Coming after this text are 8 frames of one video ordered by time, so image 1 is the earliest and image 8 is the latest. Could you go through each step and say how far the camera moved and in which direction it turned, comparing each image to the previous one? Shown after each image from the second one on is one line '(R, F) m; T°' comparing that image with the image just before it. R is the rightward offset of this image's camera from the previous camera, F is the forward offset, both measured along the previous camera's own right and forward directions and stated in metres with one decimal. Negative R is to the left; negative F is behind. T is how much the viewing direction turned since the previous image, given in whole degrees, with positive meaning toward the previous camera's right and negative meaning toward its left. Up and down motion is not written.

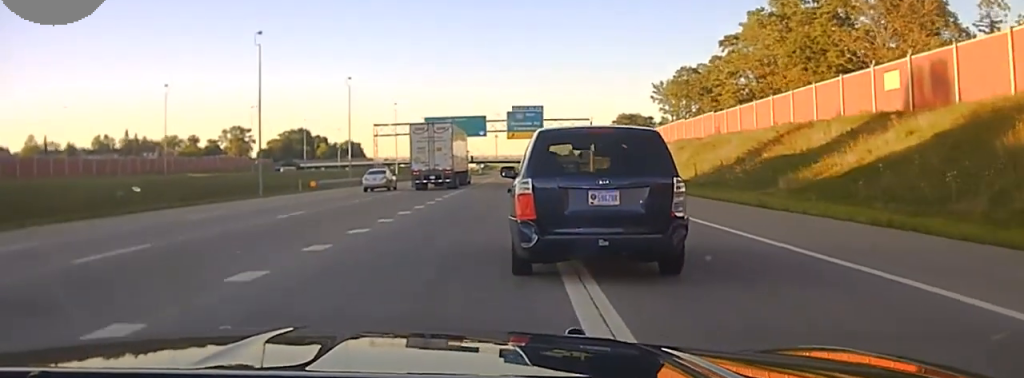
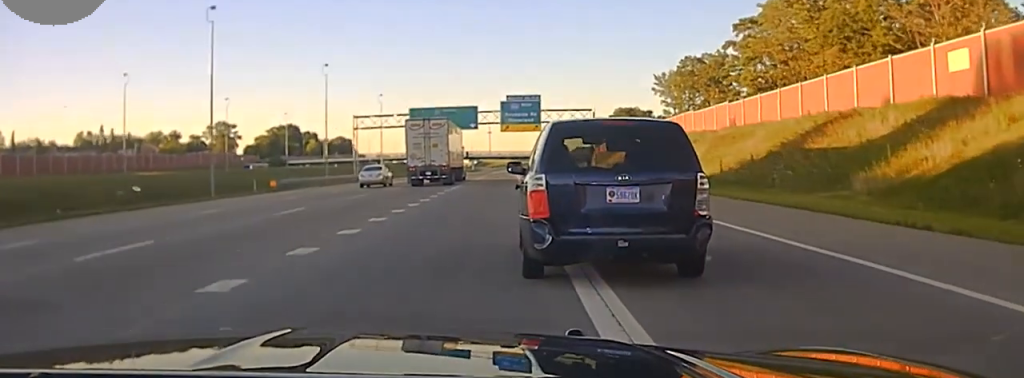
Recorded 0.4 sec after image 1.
(-0.2, +11.4) m; 0°
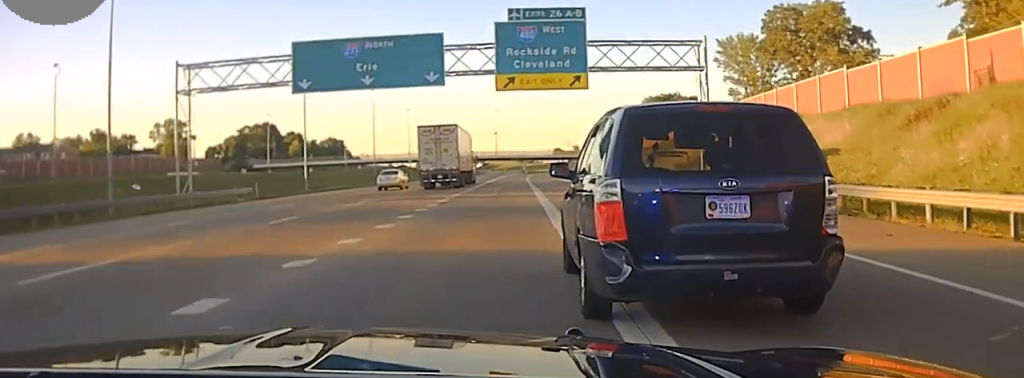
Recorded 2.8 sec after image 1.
(+0.8, +66.0) m; +1°
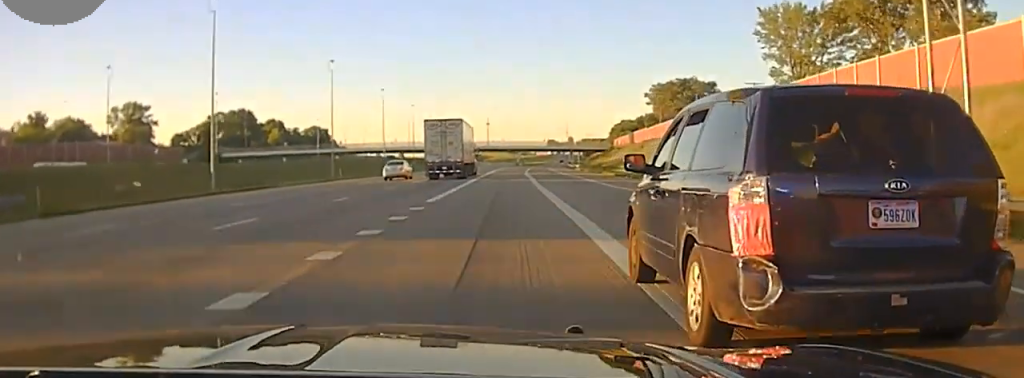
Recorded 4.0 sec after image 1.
(-0.1, +30.0) m; 0°
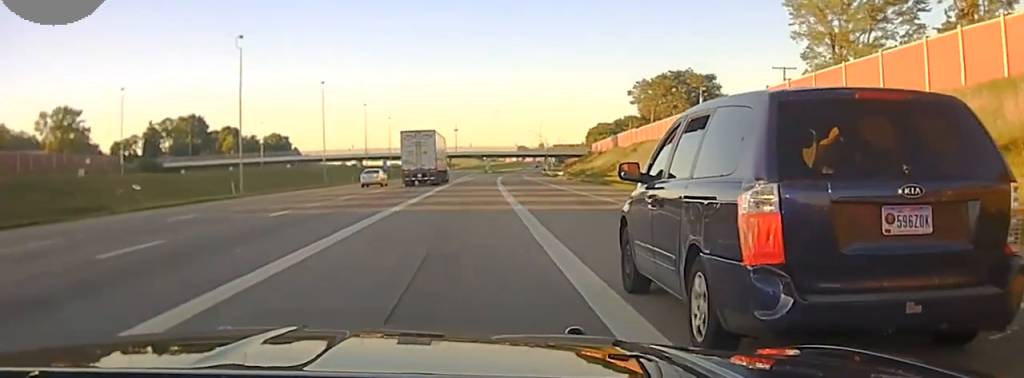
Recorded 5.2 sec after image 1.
(+0.3, +30.4) m; +1°
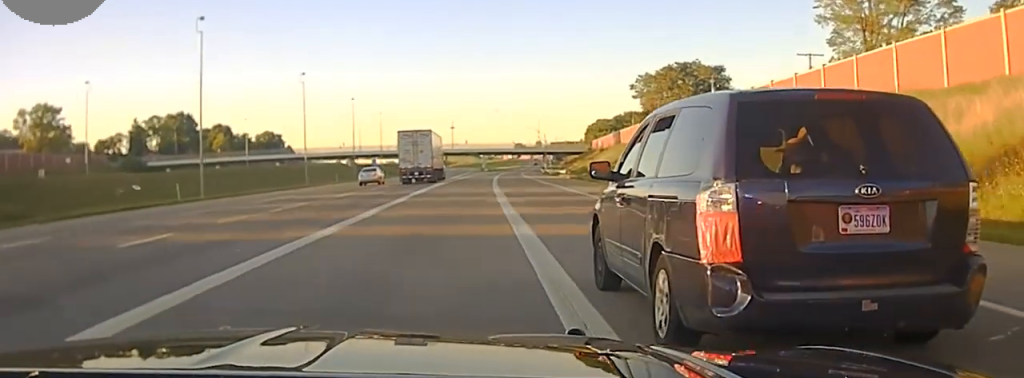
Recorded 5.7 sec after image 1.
(+0.1, +10.8) m; 0°
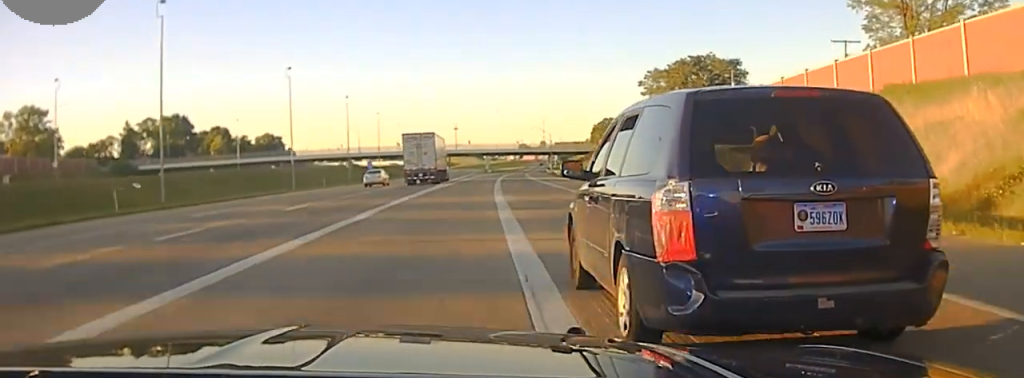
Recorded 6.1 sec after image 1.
(+0.1, +9.7) m; 0°
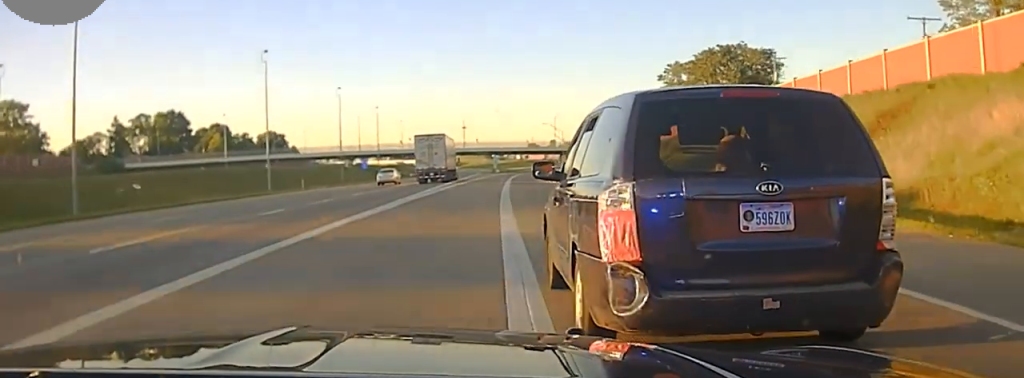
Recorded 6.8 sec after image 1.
(-0.1, +15.4) m; 0°
